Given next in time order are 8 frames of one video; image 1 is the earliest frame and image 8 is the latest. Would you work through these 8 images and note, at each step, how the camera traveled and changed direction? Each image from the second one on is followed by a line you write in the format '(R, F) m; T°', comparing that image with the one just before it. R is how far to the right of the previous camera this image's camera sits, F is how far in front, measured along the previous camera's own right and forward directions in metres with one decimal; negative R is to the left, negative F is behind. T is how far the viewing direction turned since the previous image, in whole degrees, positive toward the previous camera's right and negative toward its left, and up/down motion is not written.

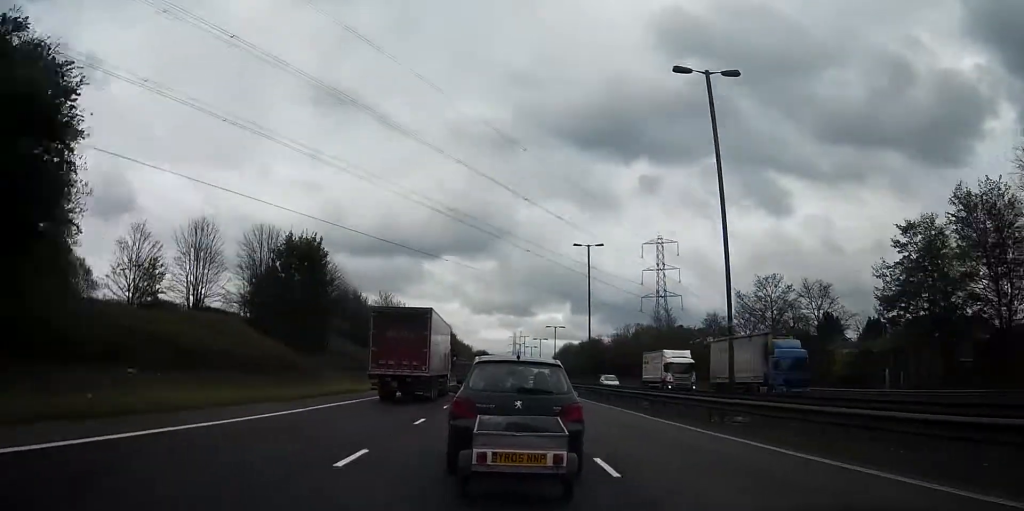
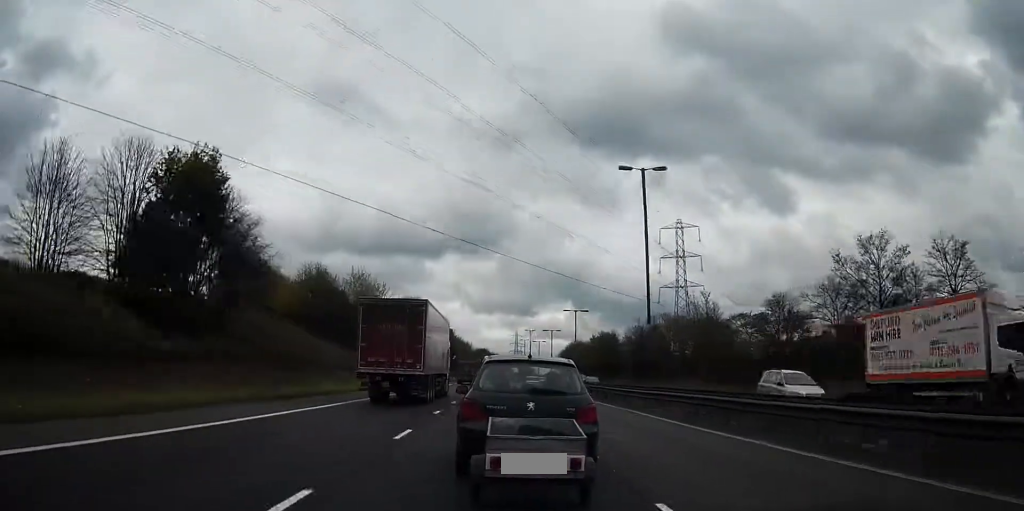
(-0.1, +22.4) m; 0°
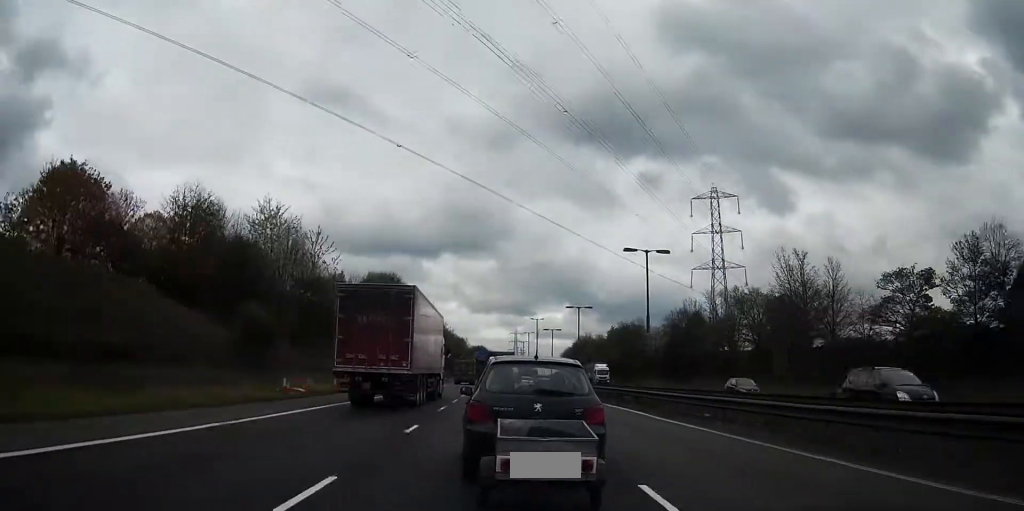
(-0.1, +34.7) m; 0°
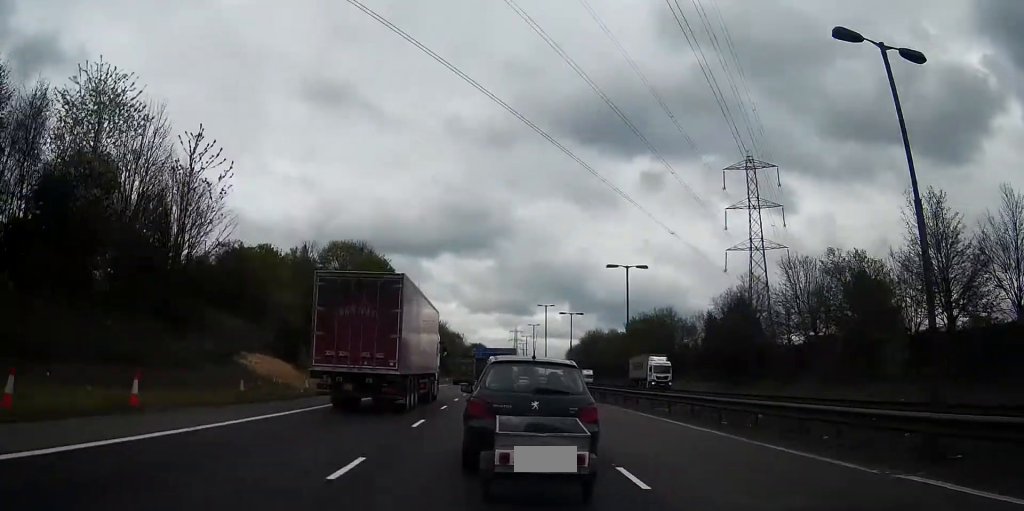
(+0.1, +25.6) m; 0°
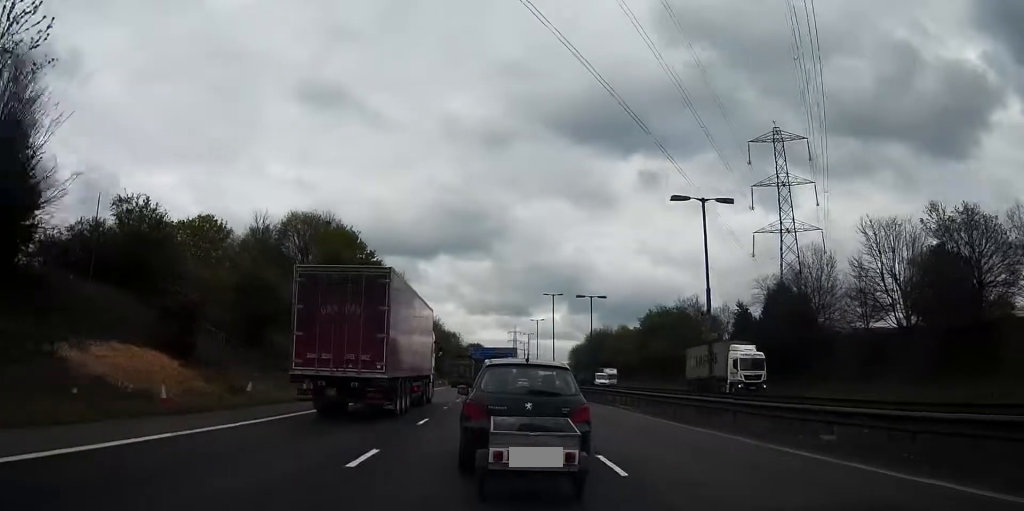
(0.0, +16.8) m; 0°
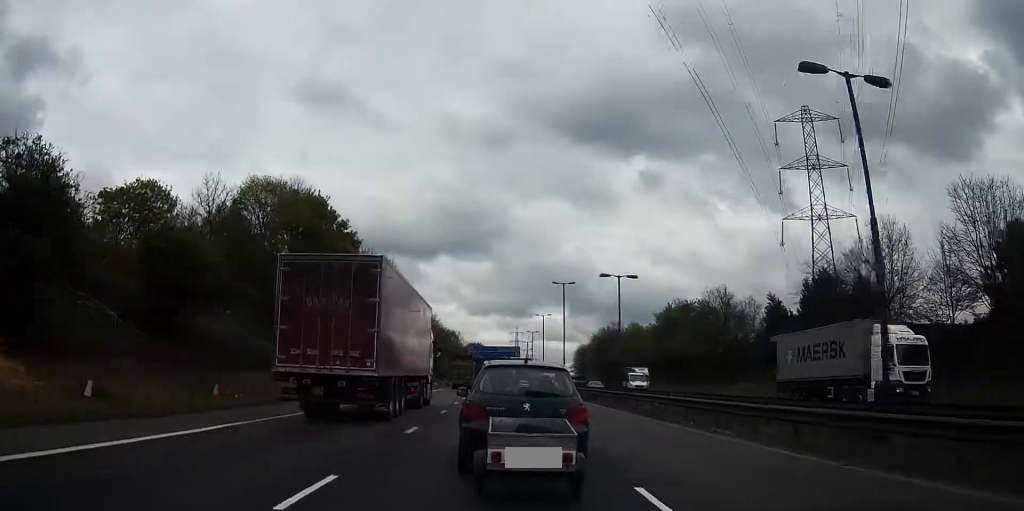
(0.0, +12.4) m; 0°
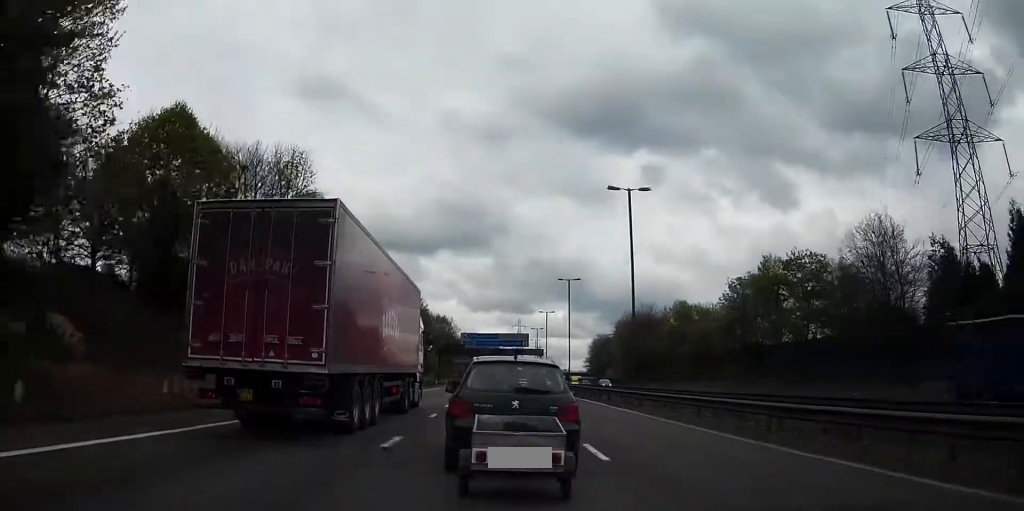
(-0.1, +40.3) m; 0°
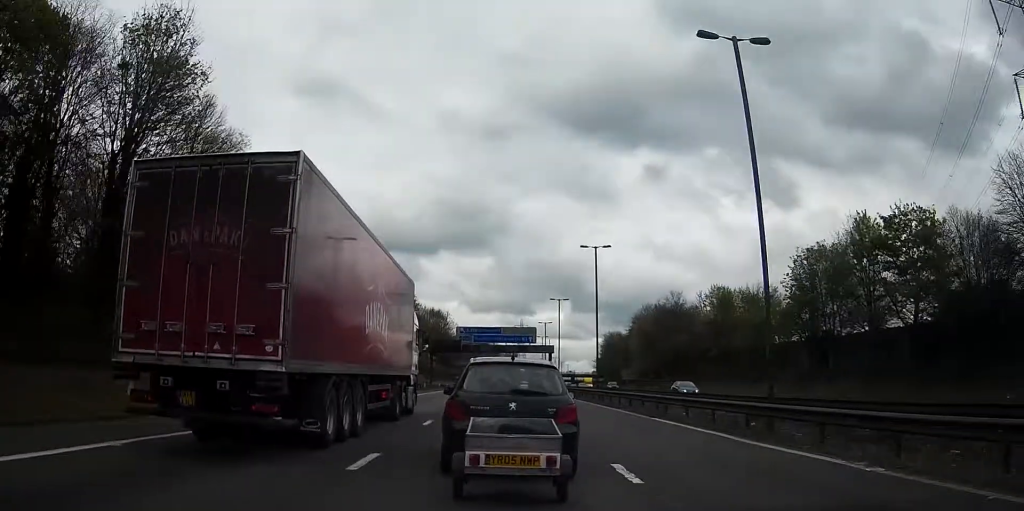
(0.0, +20.6) m; 0°
